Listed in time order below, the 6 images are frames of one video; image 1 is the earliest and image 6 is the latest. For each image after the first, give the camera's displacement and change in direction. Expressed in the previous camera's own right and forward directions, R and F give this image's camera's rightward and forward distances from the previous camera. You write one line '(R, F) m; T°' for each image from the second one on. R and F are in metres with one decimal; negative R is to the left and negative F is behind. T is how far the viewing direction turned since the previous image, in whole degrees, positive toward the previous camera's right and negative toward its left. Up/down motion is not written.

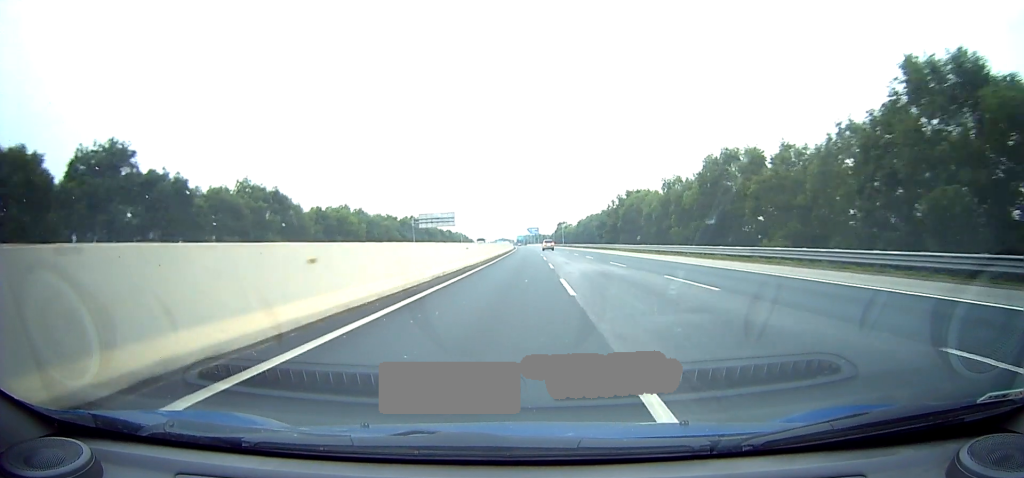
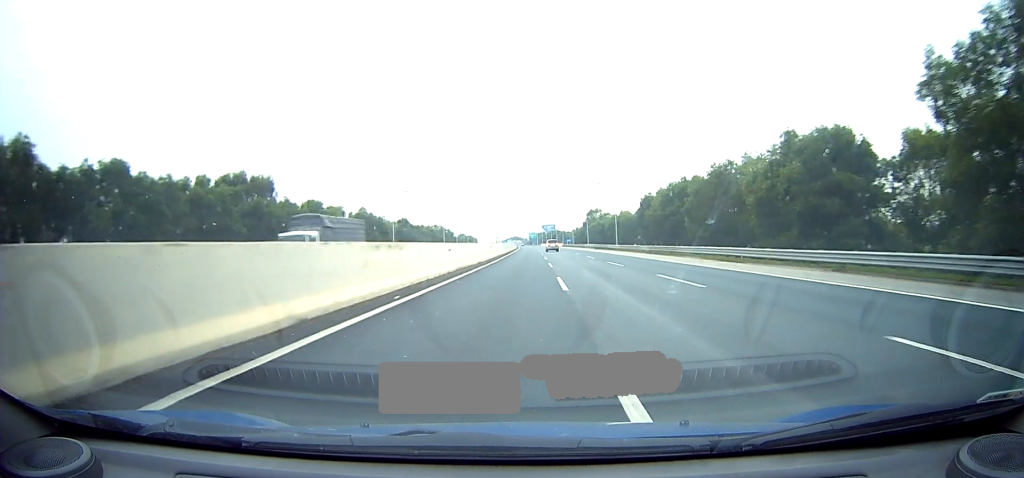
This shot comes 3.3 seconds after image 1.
(-7.2, +111.6) m; -4°
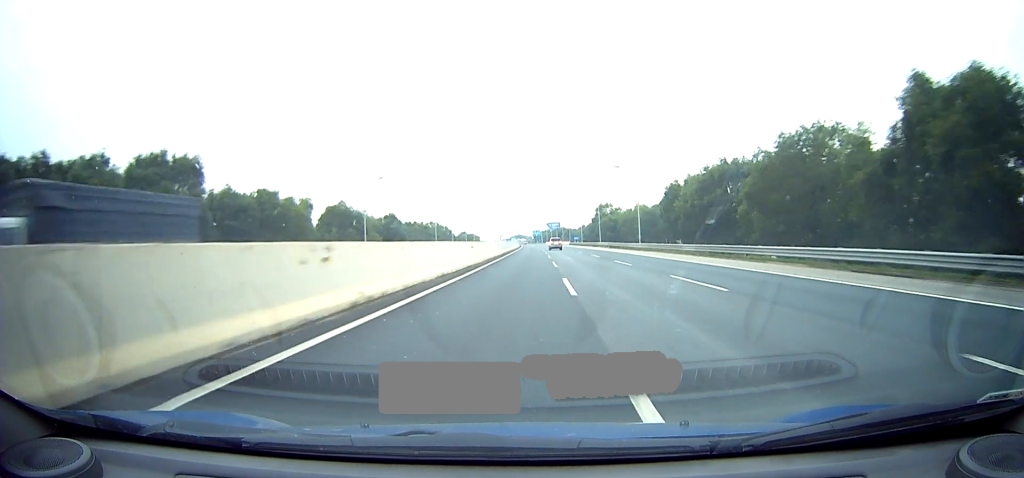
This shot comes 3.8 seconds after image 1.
(-0.1, +17.3) m; 0°
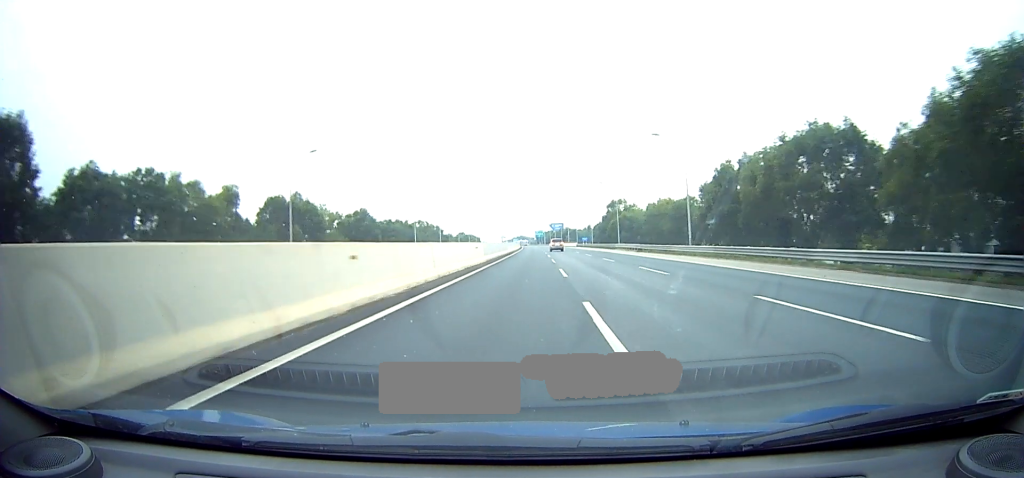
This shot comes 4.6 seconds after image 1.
(+0.3, +23.3) m; +1°
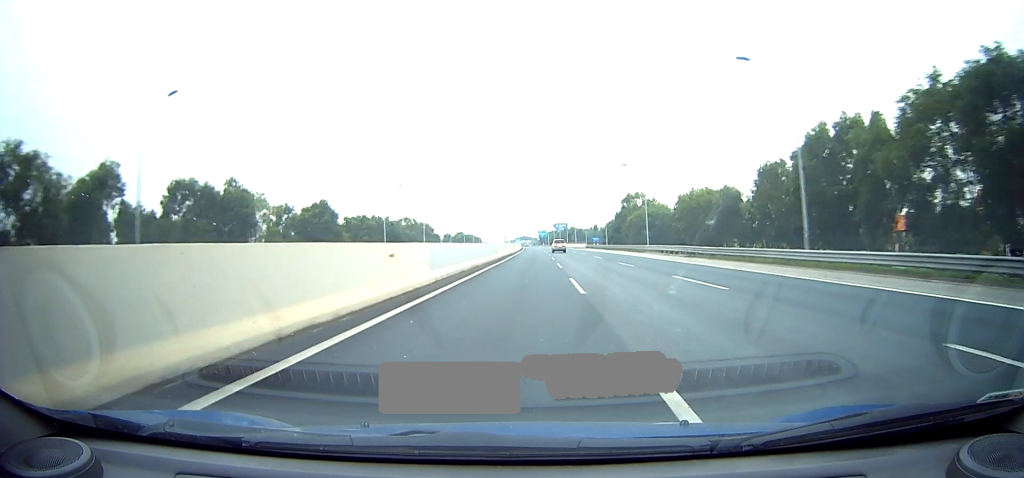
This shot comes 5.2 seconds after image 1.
(+0.1, +22.0) m; 0°
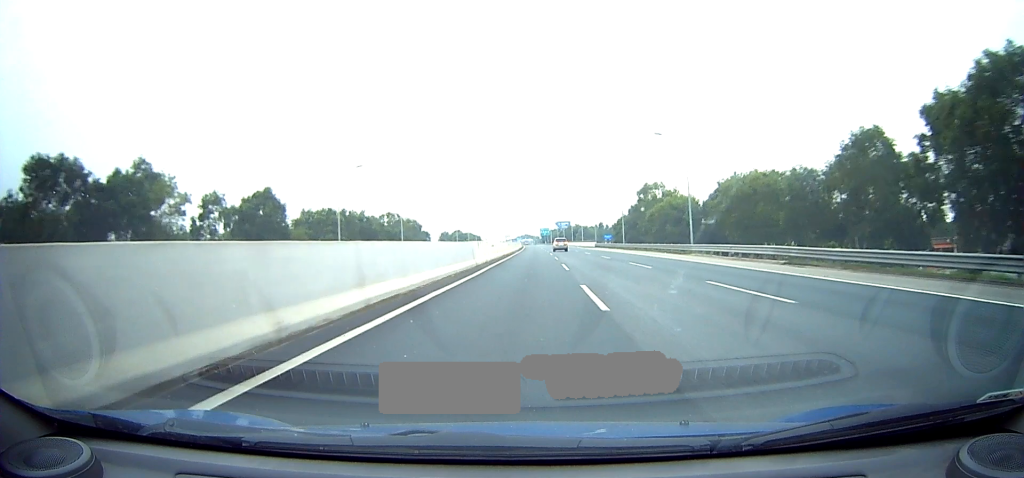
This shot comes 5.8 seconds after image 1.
(+0.1, +19.4) m; -1°
